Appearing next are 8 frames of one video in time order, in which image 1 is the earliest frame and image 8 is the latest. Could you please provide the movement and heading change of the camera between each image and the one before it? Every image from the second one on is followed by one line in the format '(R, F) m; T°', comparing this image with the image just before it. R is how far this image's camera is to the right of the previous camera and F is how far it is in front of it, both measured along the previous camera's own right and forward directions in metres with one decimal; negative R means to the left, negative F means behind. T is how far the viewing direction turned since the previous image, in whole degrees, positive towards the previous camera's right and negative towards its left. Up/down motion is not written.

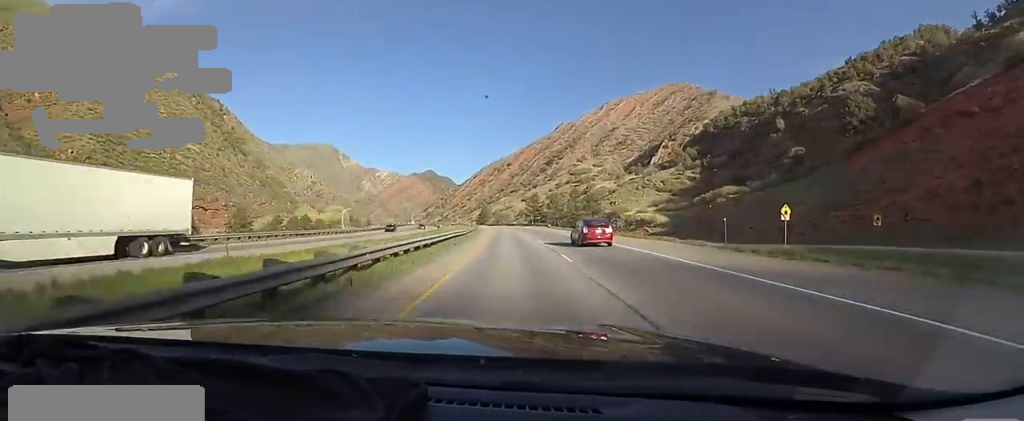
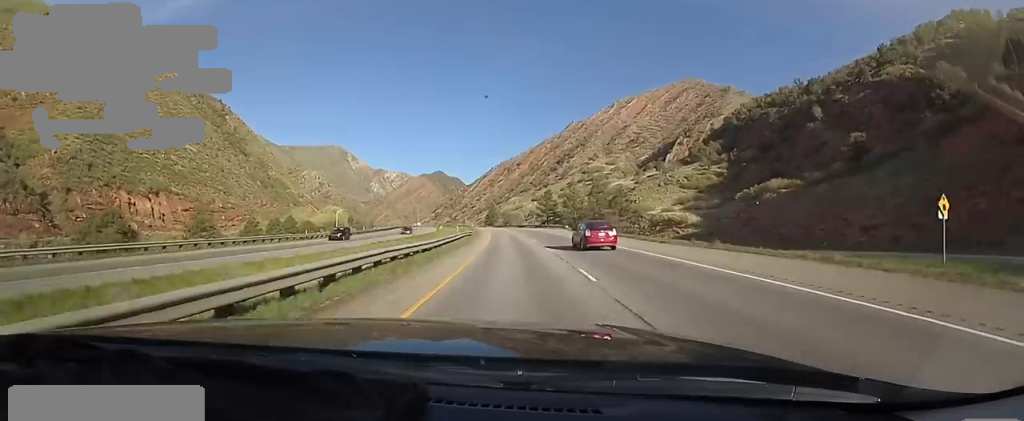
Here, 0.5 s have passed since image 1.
(-0.1, +16.4) m; -1°
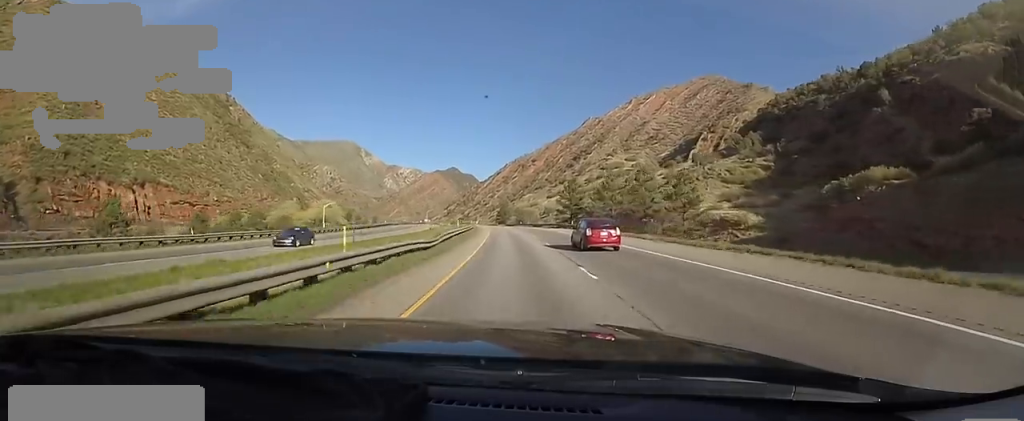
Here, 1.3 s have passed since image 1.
(-0.4, +23.7) m; -1°
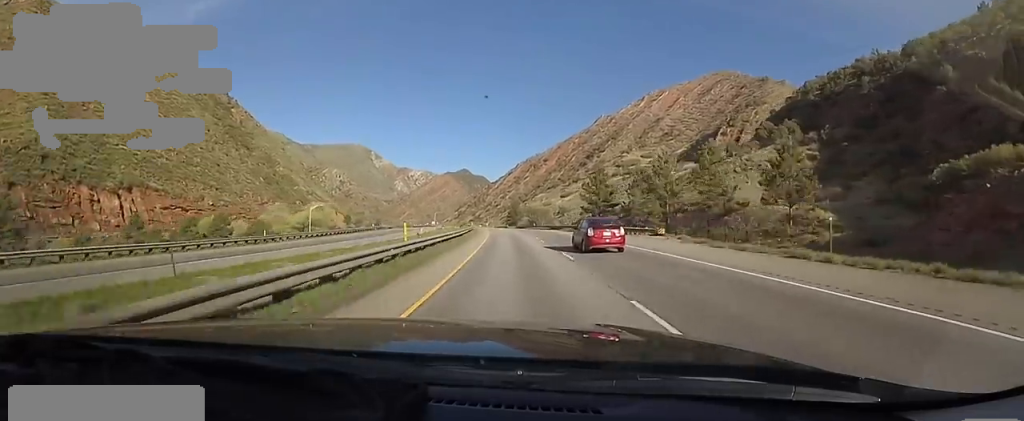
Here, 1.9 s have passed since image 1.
(-0.1, +18.7) m; -2°
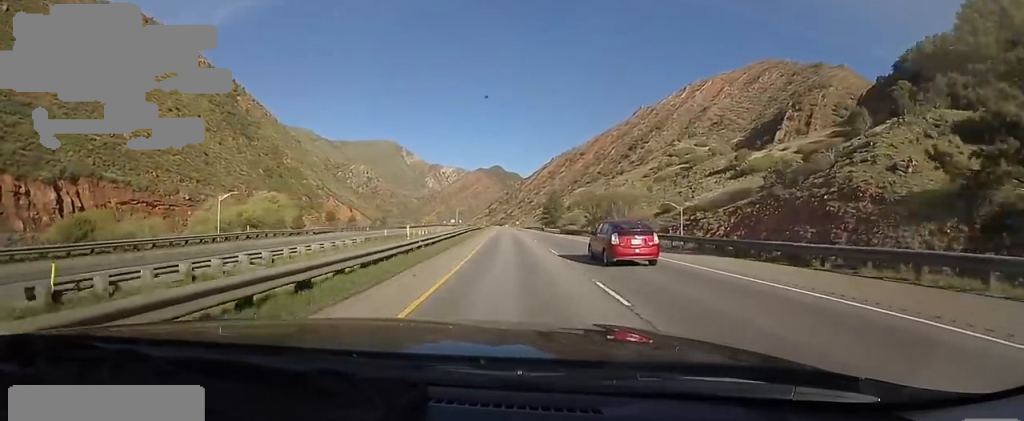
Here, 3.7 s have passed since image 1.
(-3.1, +56.9) m; -5°
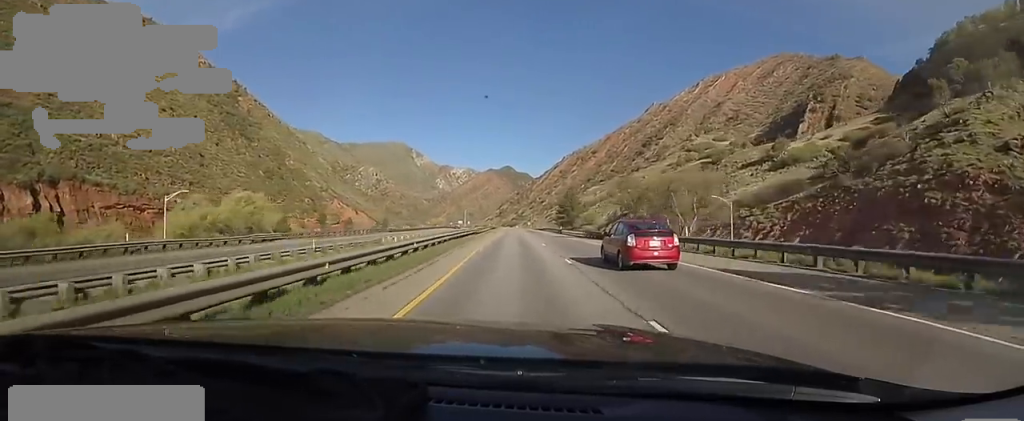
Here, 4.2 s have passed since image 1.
(0.0, +17.1) m; 0°
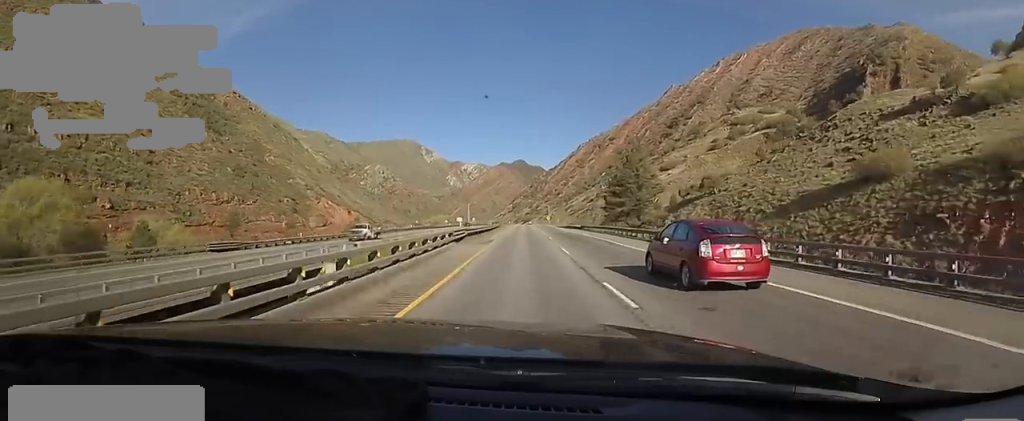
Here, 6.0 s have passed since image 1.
(-1.8, +57.8) m; -3°
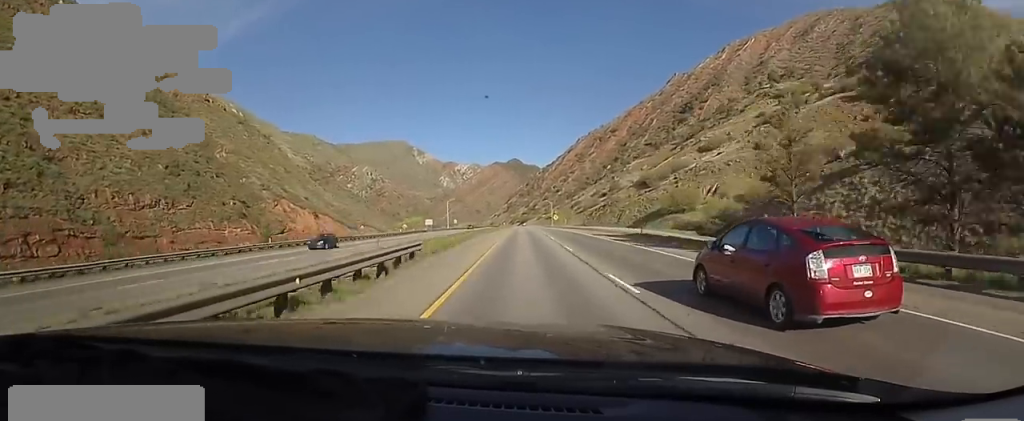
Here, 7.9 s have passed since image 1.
(+1.6, +59.6) m; +1°
